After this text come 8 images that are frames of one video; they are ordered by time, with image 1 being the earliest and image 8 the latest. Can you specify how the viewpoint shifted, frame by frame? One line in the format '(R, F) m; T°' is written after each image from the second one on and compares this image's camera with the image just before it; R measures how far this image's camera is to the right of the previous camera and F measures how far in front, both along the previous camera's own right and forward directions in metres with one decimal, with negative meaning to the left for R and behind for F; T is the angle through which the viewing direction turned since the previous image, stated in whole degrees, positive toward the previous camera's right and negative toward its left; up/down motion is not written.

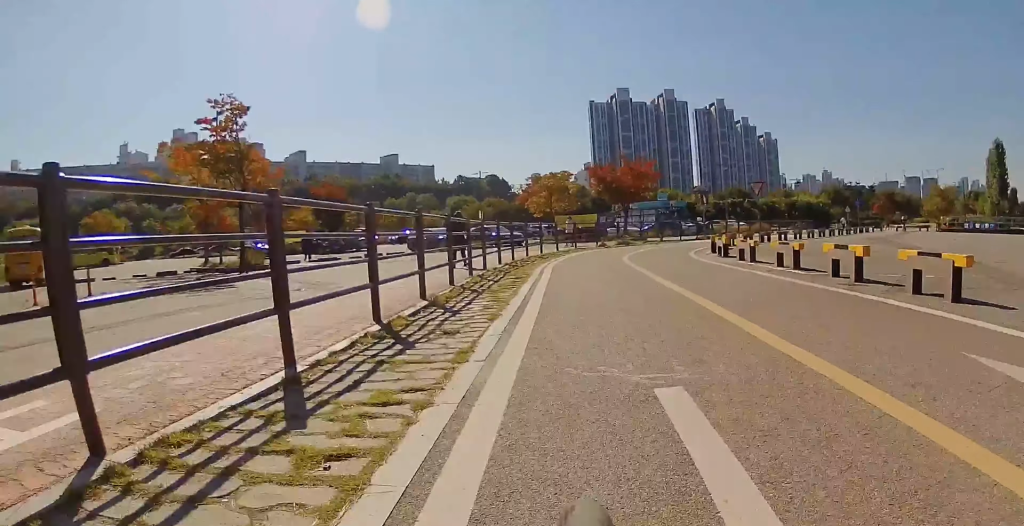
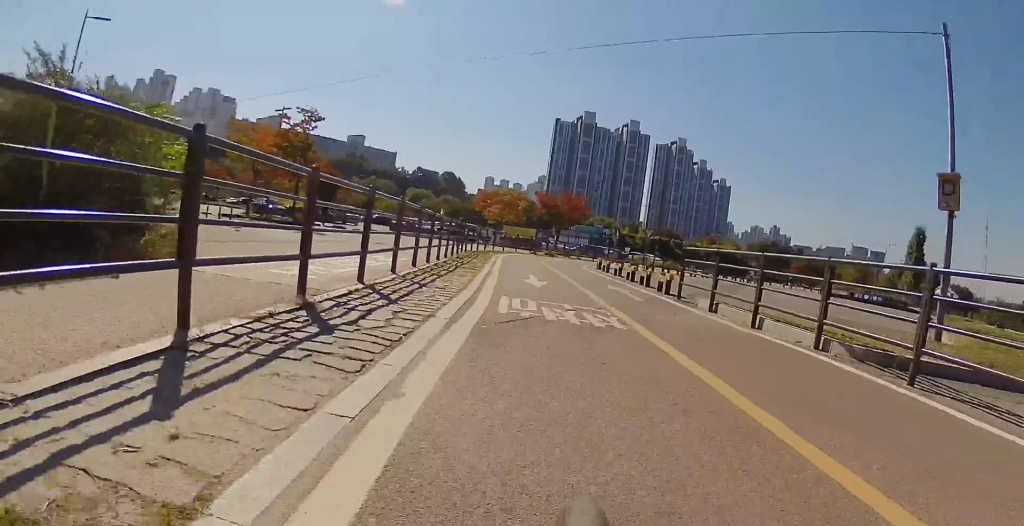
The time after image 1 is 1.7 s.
(-0.4, +11.6) m; -2°
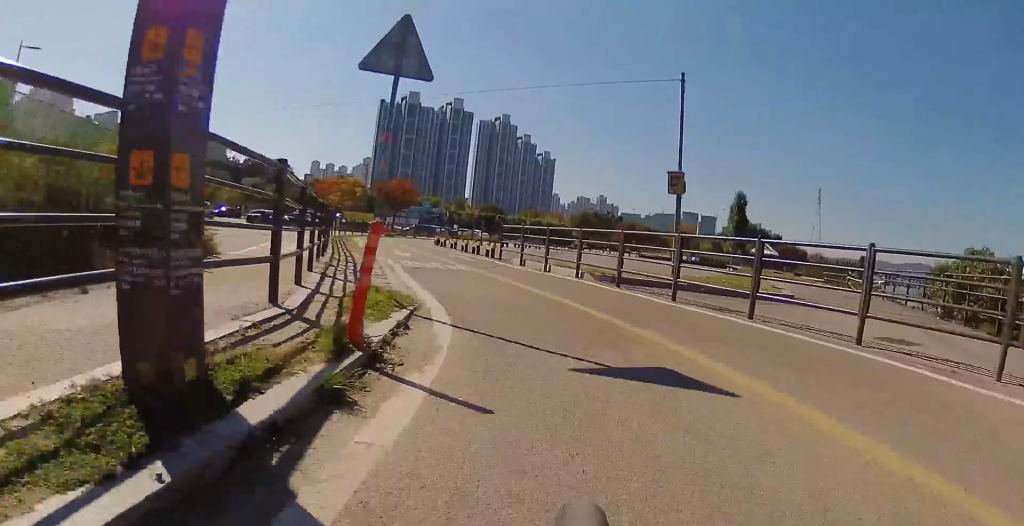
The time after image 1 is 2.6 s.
(0.0, +6.1) m; +4°
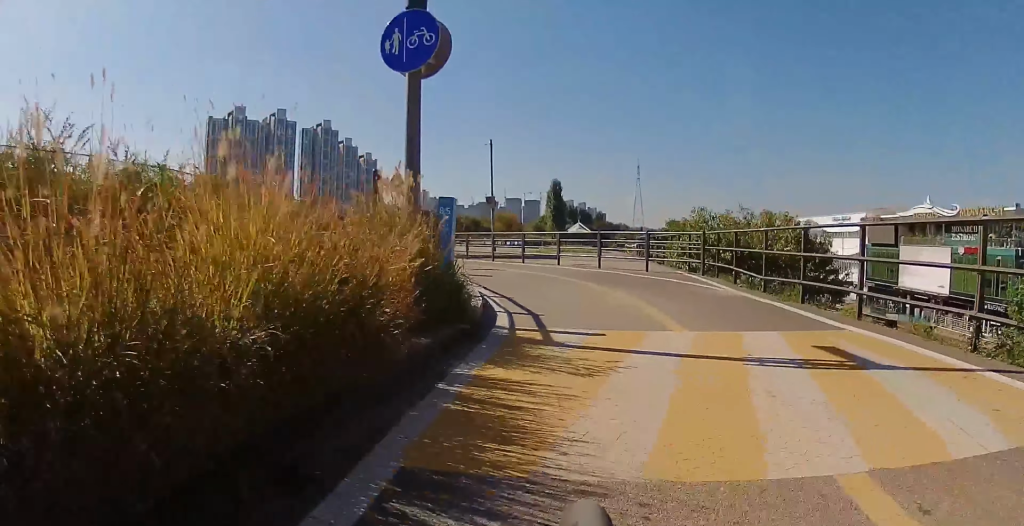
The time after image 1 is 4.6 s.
(+3.4, +12.7) m; +31°
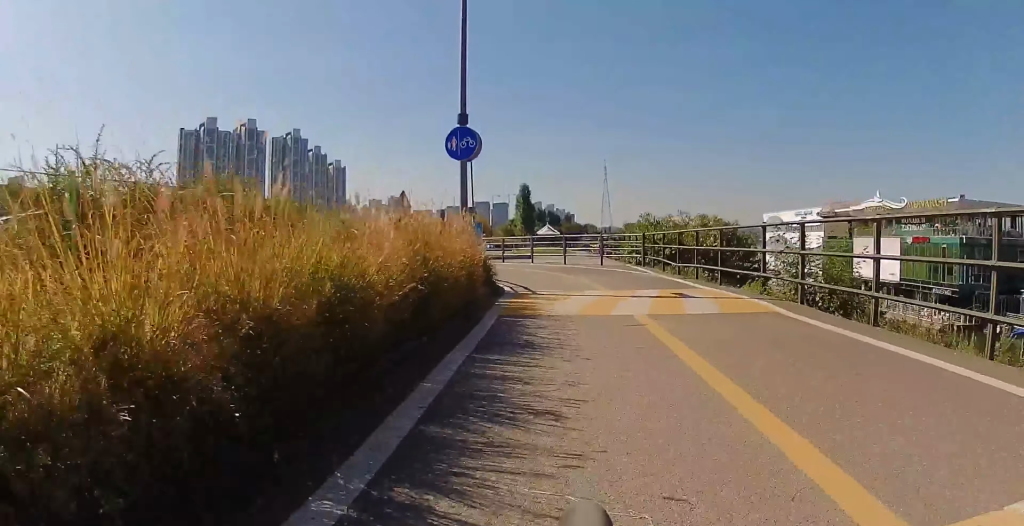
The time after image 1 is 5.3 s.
(+0.3, +5.0) m; +6°
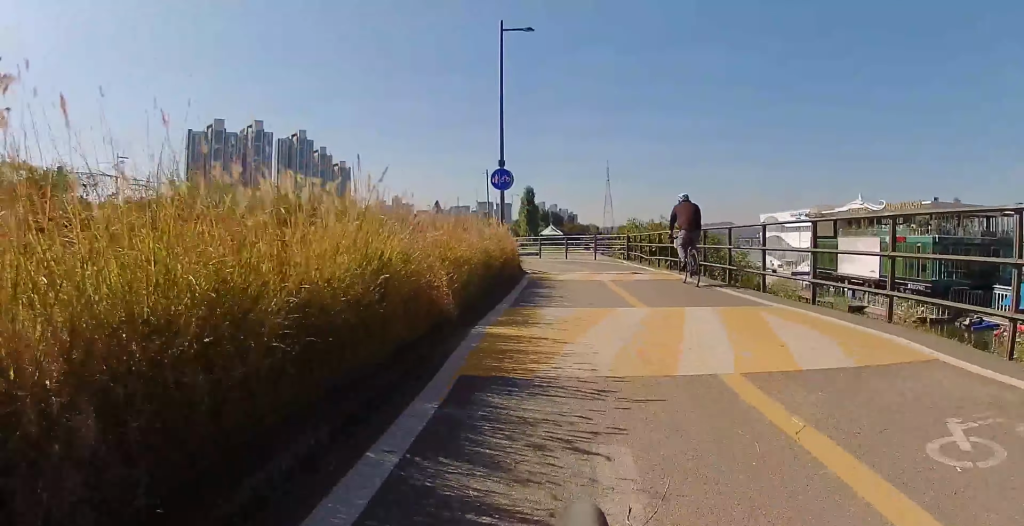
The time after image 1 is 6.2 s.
(+0.3, +5.9) m; +1°
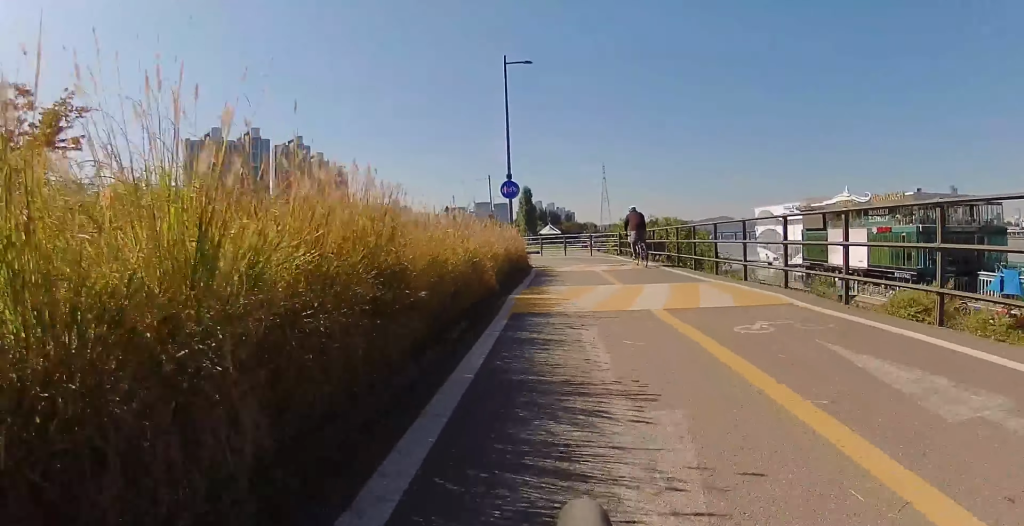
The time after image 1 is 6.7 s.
(0.0, +3.2) m; 0°
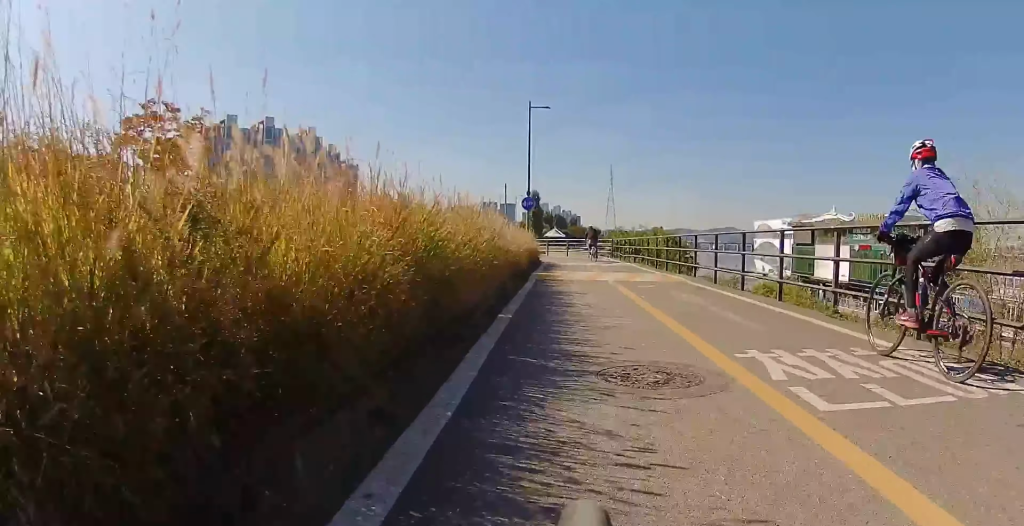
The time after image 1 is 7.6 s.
(-0.2, +6.5) m; 0°
